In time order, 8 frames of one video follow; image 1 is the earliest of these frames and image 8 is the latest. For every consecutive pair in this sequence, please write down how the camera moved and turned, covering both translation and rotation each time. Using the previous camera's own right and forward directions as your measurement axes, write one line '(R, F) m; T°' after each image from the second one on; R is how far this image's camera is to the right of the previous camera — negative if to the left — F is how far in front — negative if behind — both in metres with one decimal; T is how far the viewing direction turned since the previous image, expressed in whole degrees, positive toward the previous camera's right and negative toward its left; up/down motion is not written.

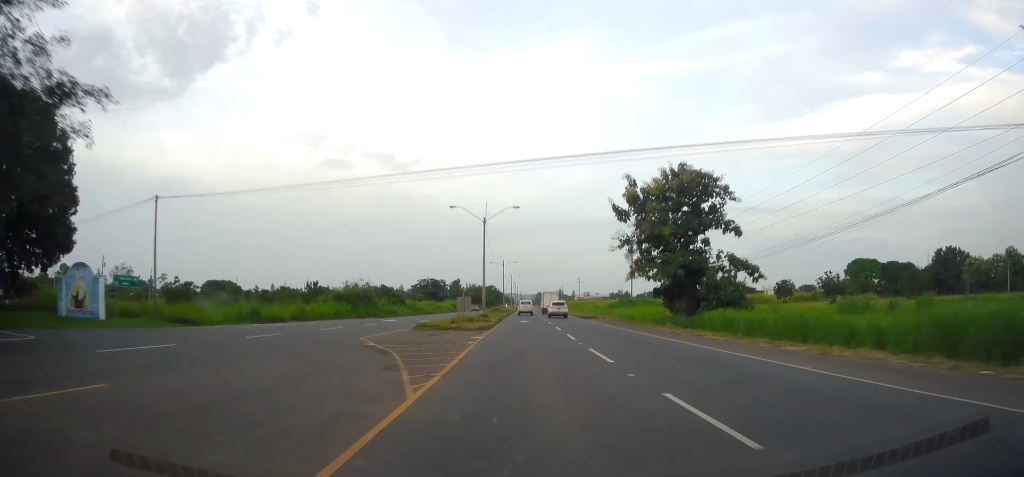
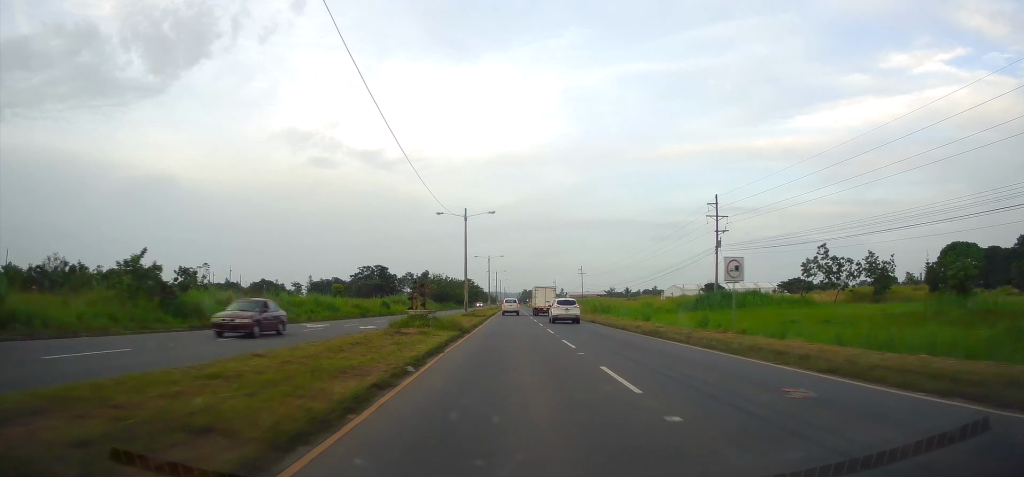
(+0.9, +56.3) m; 0°
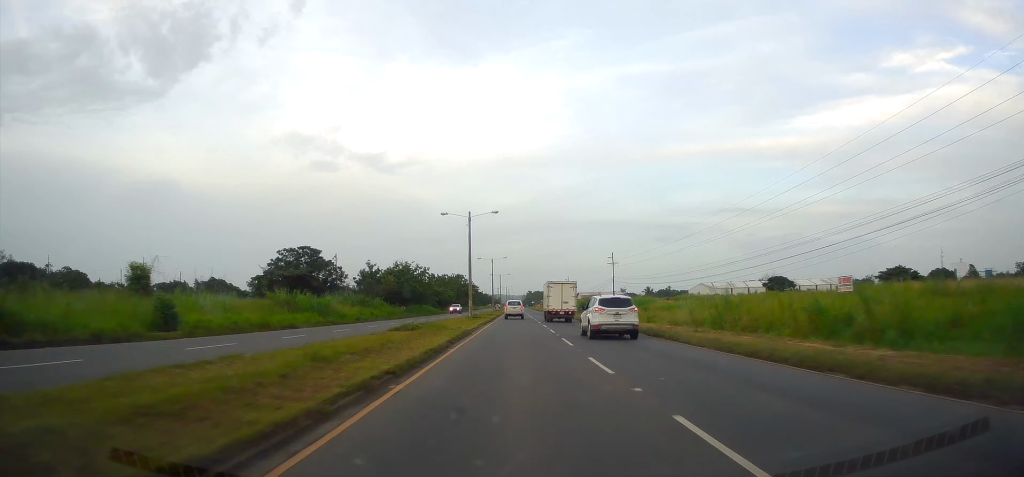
(-0.5, +49.4) m; 0°
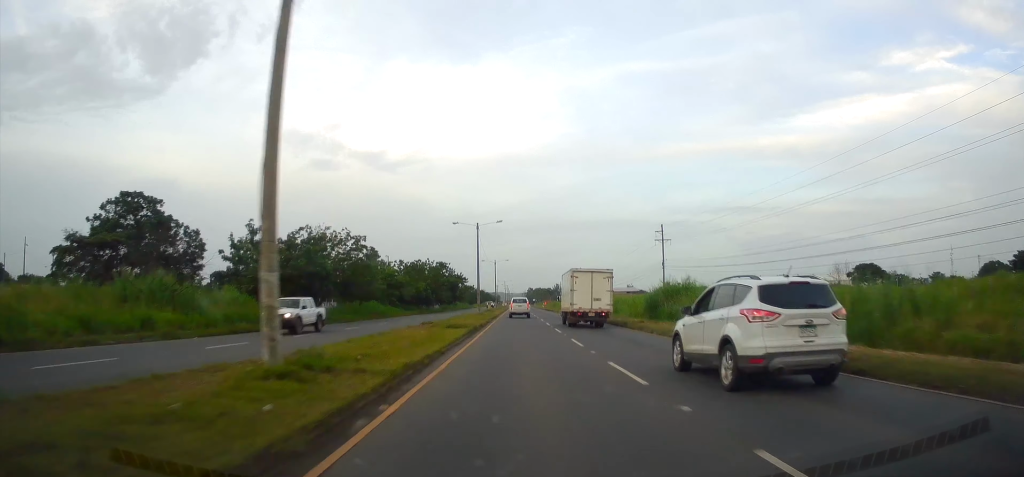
(+0.7, +42.4) m; +1°
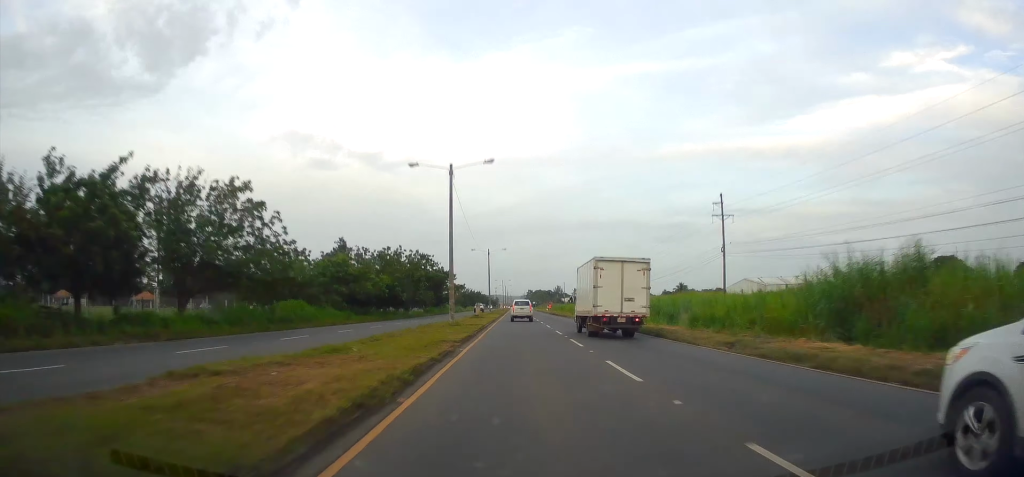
(0.0, +25.2) m; 0°
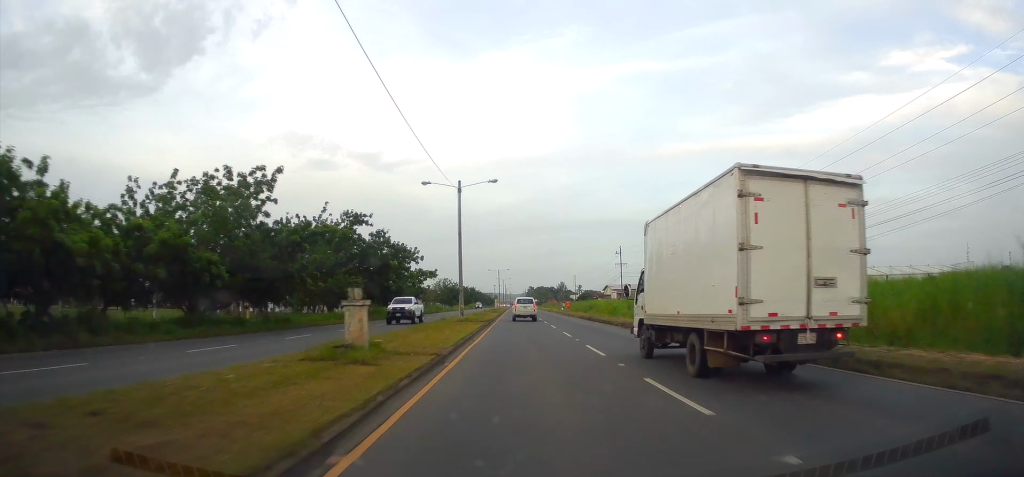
(-0.2, +45.4) m; 0°
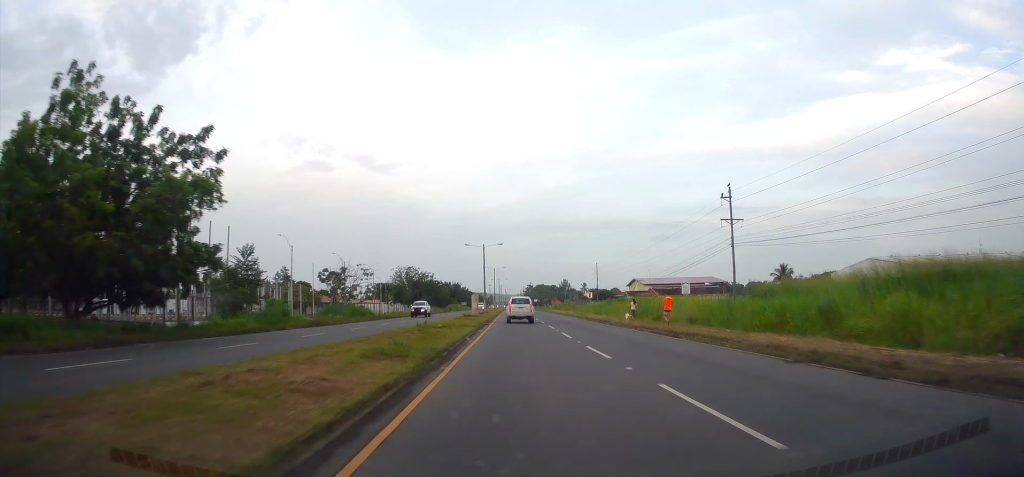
(+0.3, +59.6) m; +1°
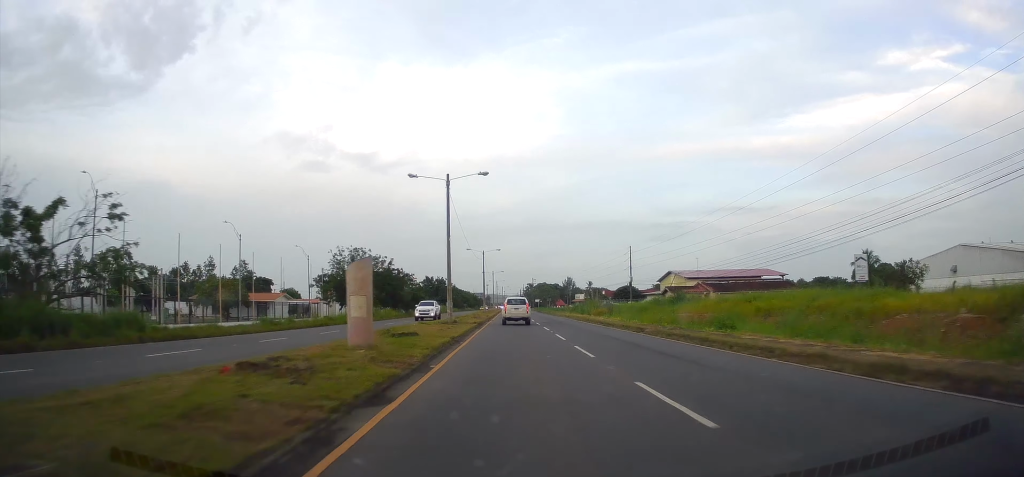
(+0.1, +41.5) m; 0°
